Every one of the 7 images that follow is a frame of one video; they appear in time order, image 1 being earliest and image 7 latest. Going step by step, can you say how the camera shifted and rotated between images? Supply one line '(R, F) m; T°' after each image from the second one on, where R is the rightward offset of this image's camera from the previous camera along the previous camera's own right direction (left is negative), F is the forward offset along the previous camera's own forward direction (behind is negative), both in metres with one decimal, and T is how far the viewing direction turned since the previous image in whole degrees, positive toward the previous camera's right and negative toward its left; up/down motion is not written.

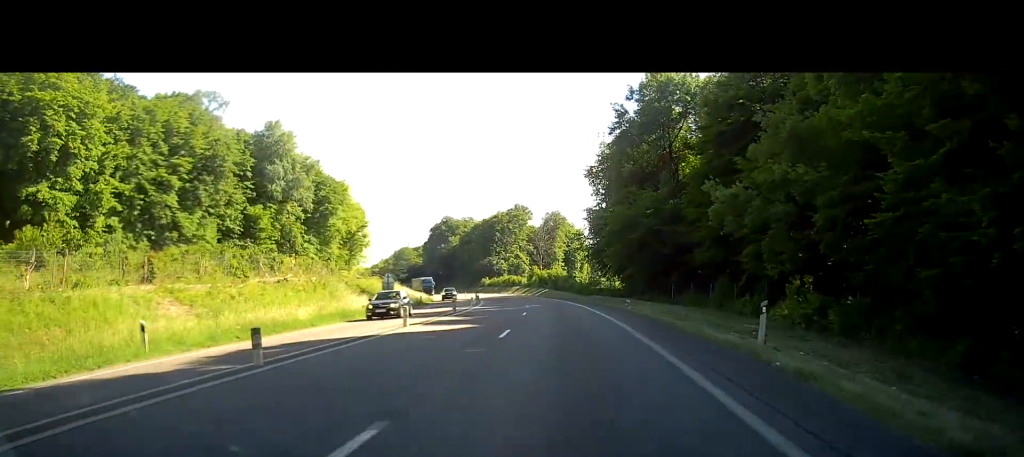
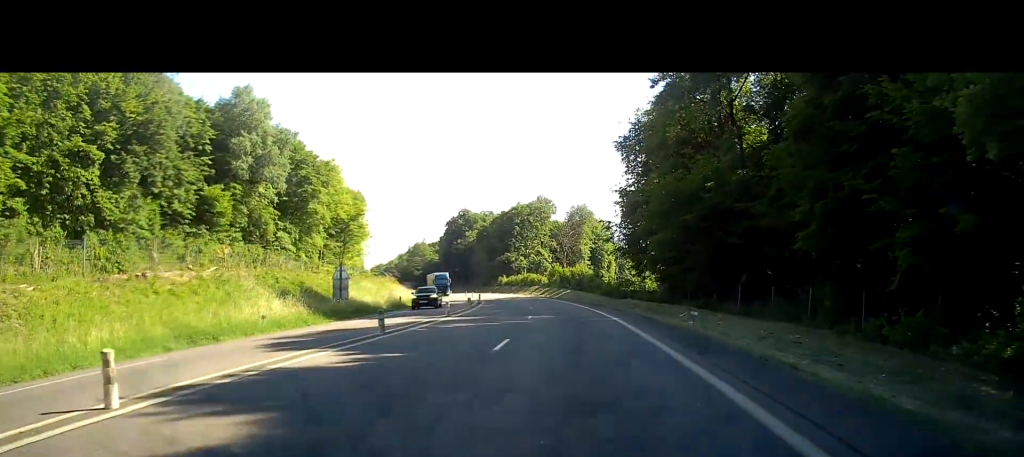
(-0.4, +16.8) m; -2°
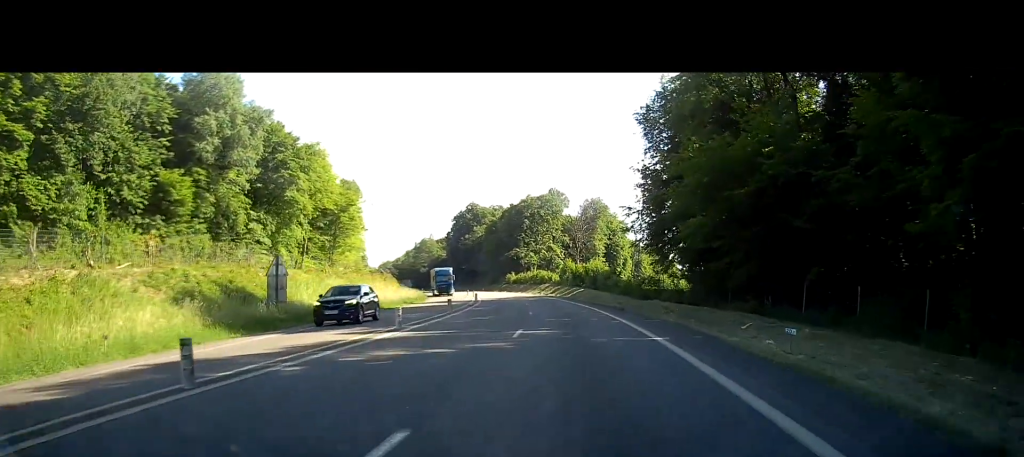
(+0.1, +10.6) m; -2°
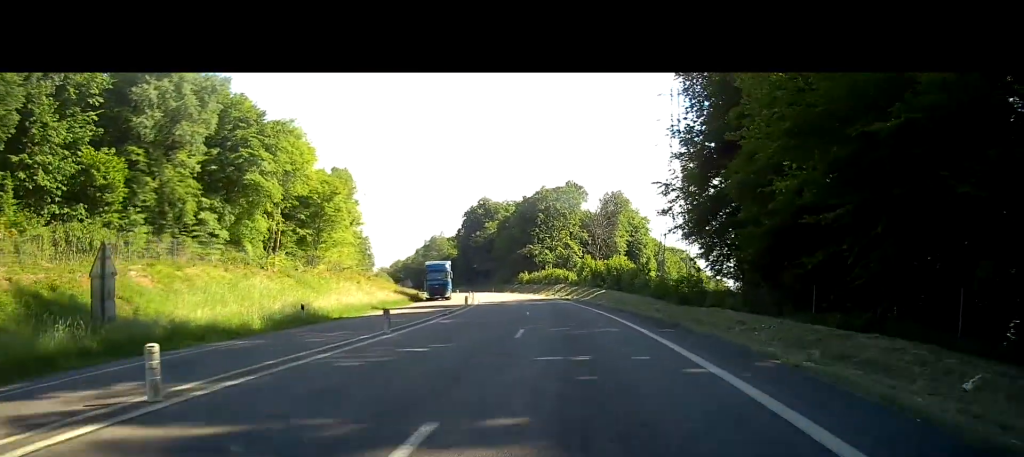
(-0.3, +13.5) m; -3°
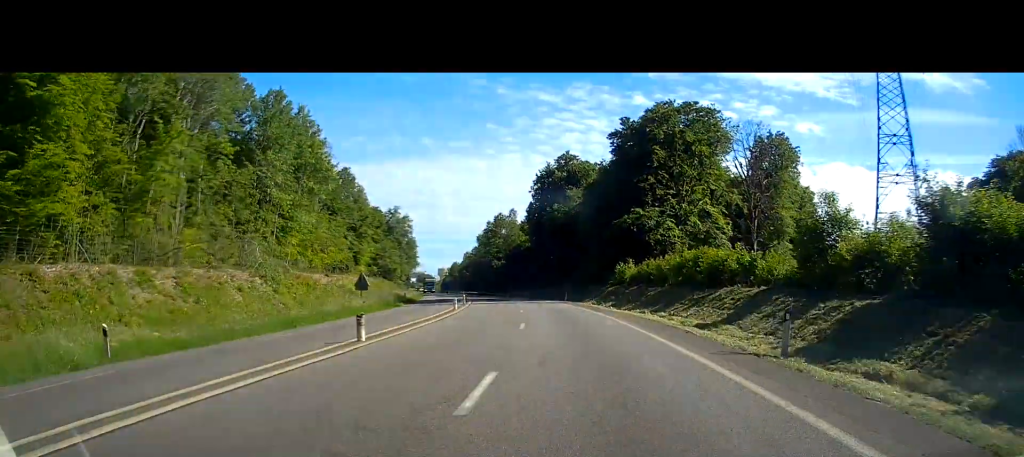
(-4.2, +65.4) m; -8°
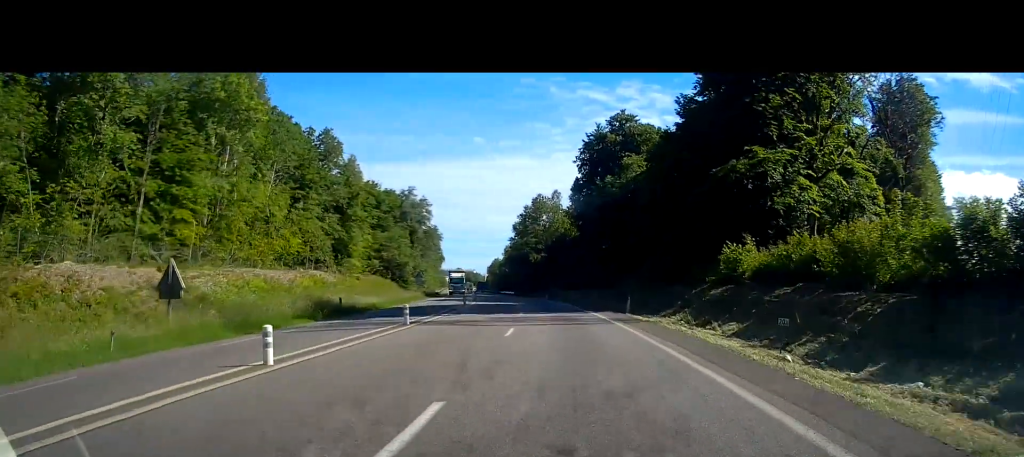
(-1.7, +30.2) m; -5°
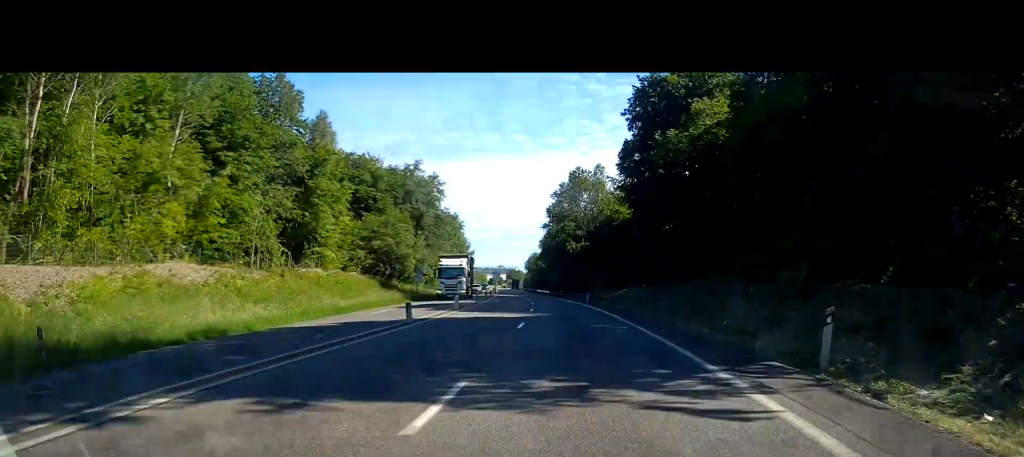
(-0.6, +25.7) m; -3°
